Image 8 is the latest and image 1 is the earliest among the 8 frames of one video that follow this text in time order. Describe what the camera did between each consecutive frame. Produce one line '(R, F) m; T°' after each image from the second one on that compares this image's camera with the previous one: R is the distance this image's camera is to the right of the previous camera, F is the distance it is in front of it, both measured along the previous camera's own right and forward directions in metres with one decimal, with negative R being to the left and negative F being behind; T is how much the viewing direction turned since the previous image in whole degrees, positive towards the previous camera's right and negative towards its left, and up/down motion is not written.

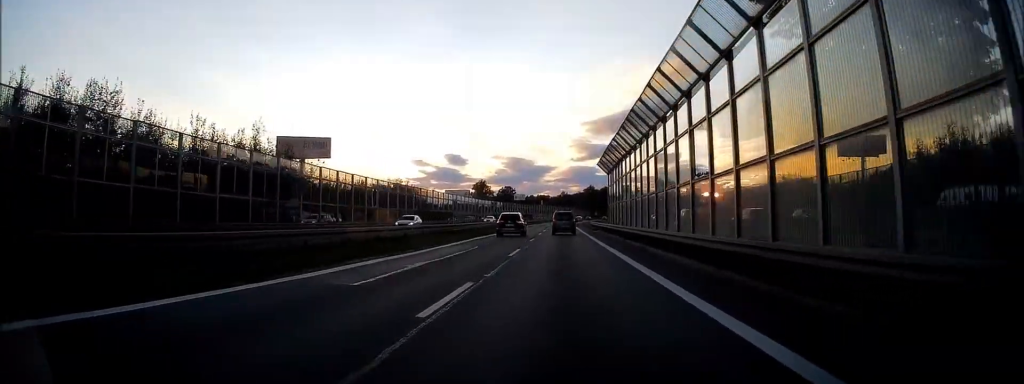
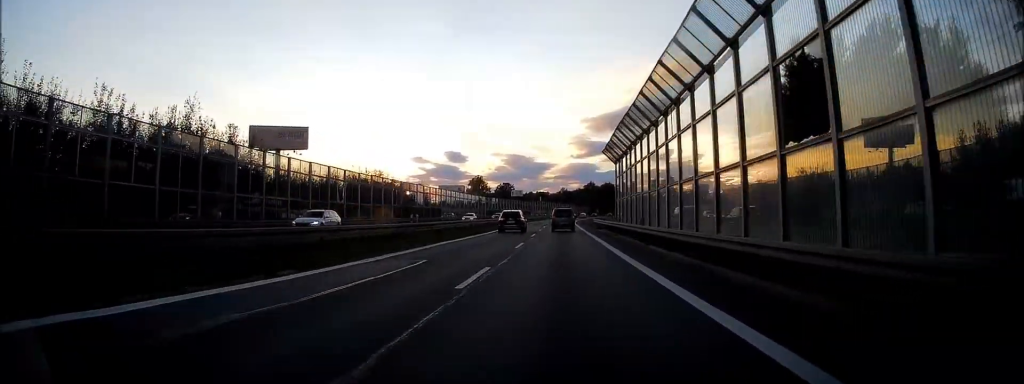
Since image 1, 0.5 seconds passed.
(0.0, +9.8) m; 0°
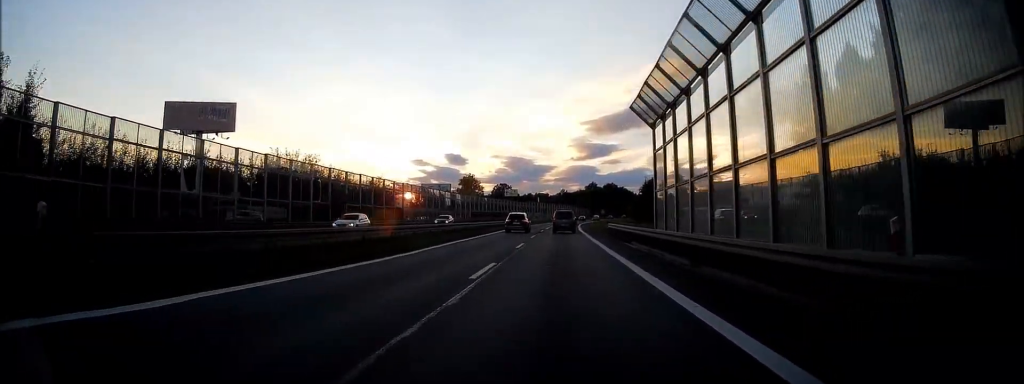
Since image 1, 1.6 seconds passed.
(0.0, +23.6) m; 0°
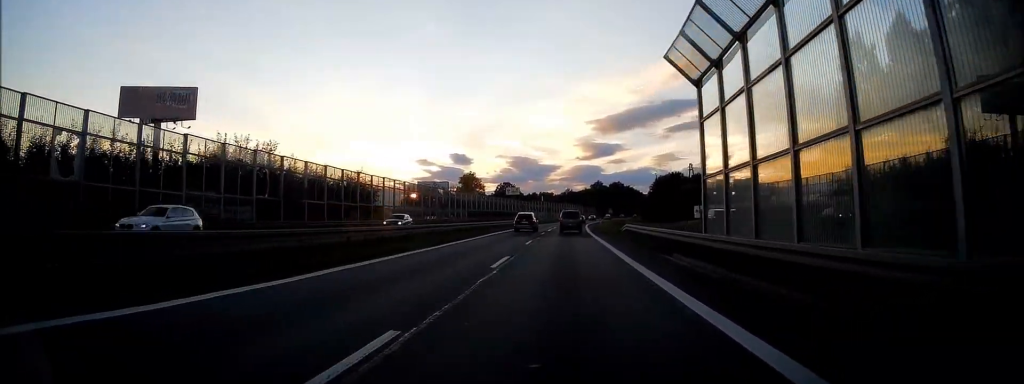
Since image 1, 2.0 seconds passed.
(+0.1, +10.3) m; 0°
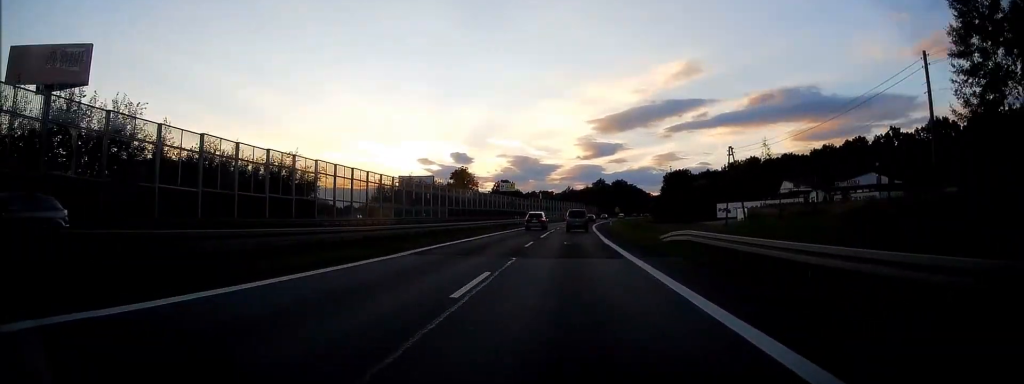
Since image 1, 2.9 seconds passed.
(0.0, +18.5) m; 0°
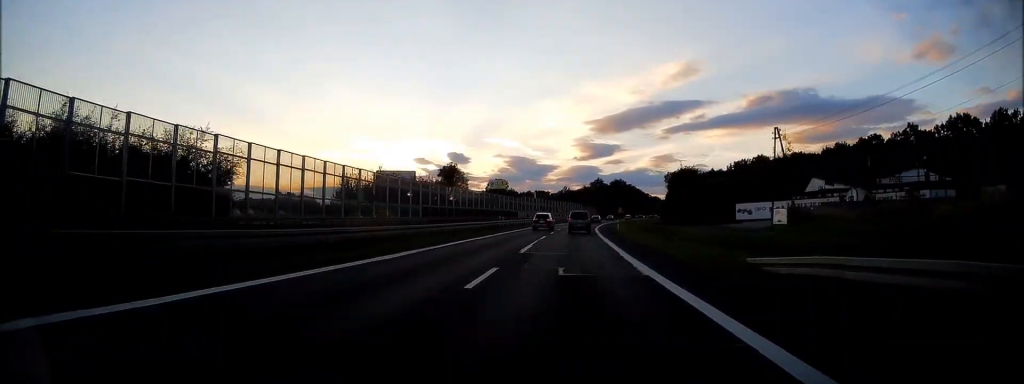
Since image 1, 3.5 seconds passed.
(-0.1, +14.2) m; 0°
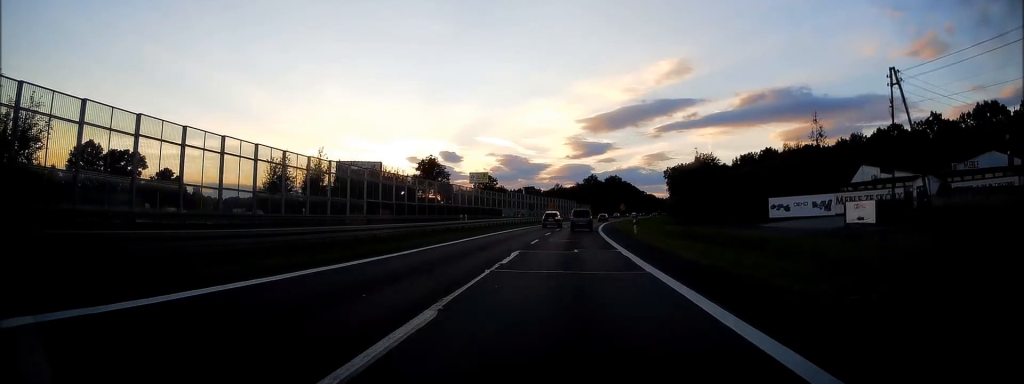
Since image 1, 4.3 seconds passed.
(-0.1, +18.8) m; 0°
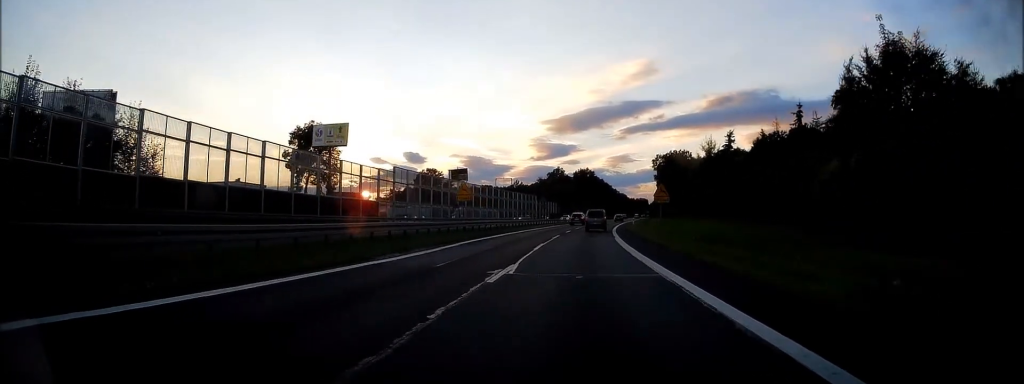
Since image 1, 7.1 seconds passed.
(+1.9, +63.3) m; +4°
